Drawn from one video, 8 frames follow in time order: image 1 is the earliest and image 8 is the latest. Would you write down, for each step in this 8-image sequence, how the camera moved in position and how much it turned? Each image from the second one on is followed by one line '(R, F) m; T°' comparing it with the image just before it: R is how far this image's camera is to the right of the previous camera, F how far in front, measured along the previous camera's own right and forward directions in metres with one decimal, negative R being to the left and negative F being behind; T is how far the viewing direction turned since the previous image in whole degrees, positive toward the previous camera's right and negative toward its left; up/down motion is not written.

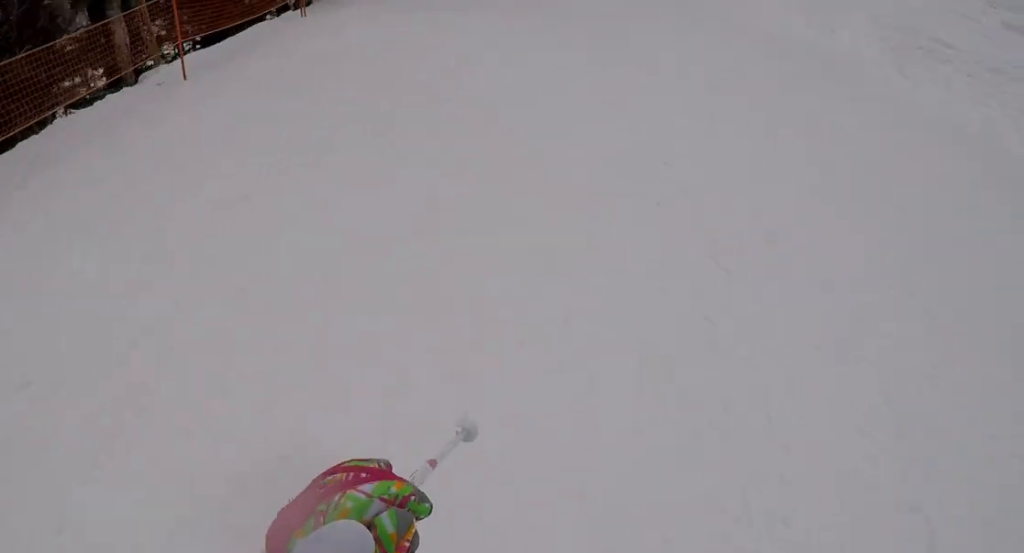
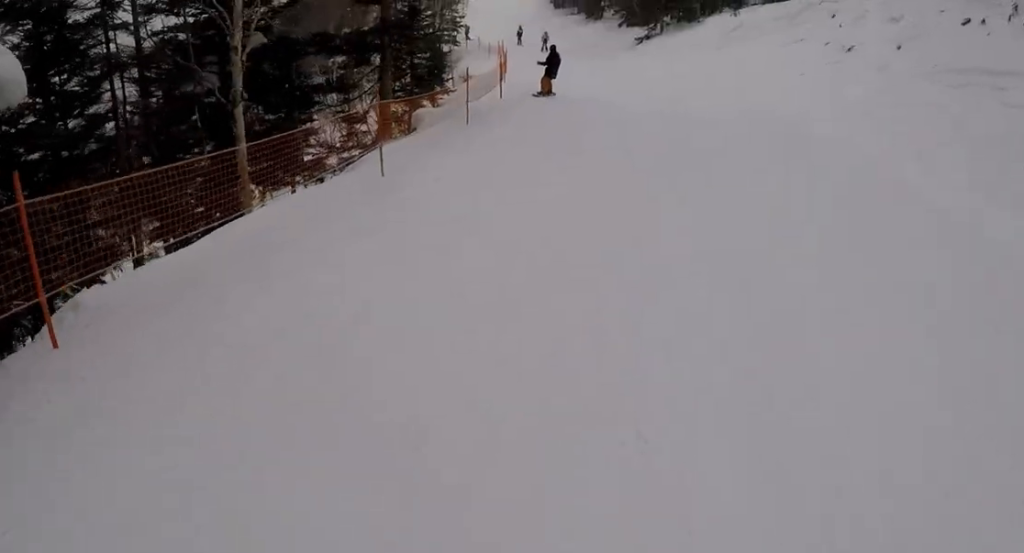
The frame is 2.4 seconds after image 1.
(-2.0, +14.3) m; -20°
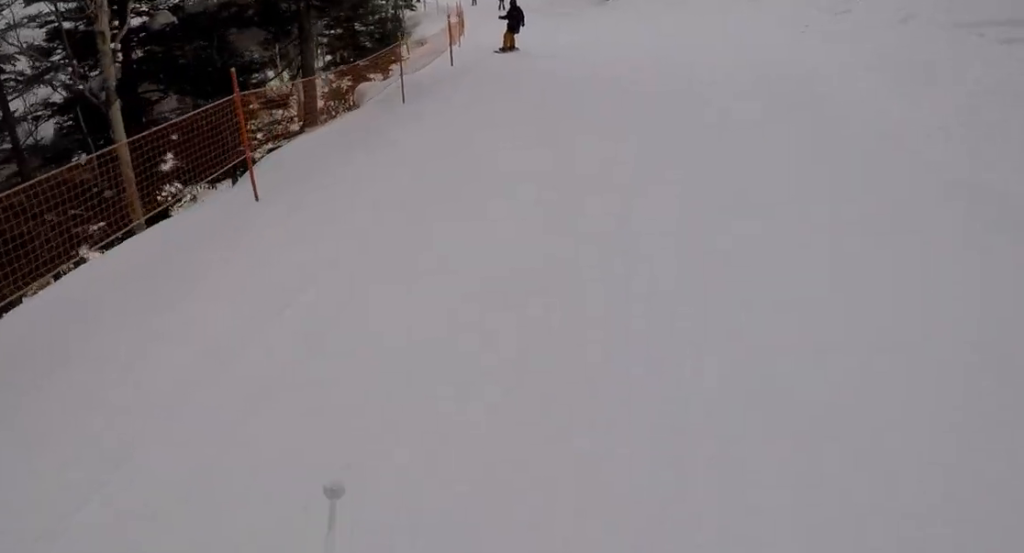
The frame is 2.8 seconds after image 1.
(0.0, +2.5) m; +1°
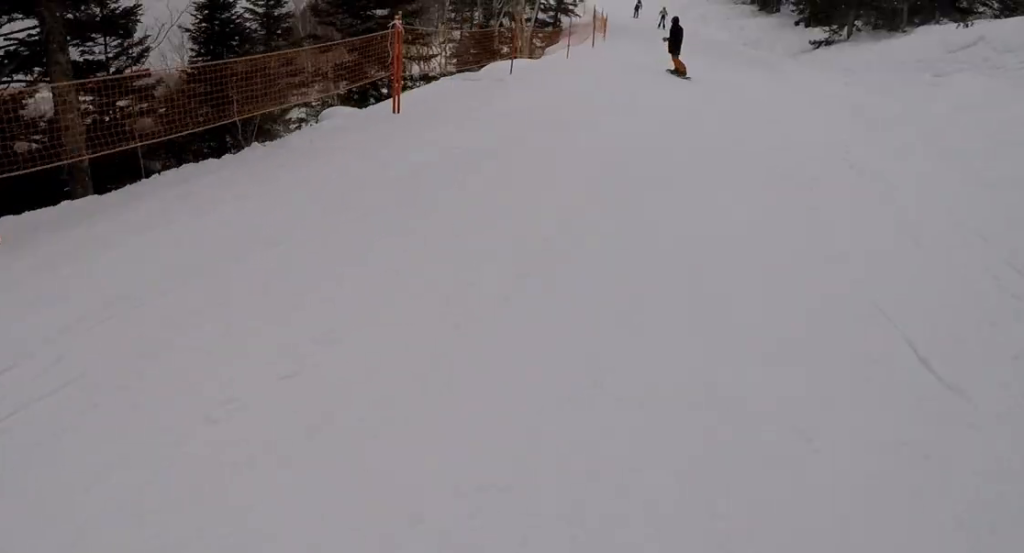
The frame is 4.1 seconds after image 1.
(+1.1, +8.5) m; +1°
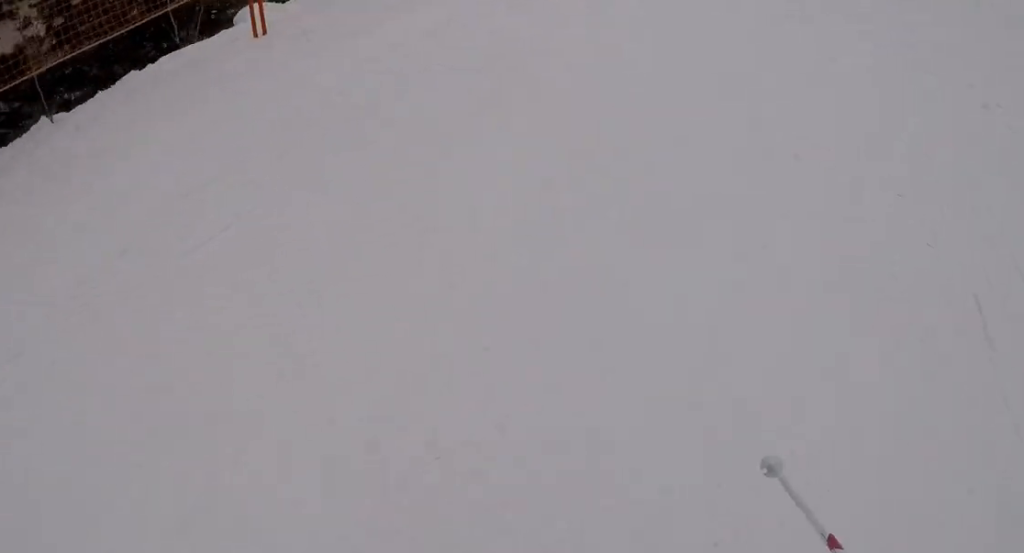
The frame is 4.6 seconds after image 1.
(+0.1, +3.2) m; -6°
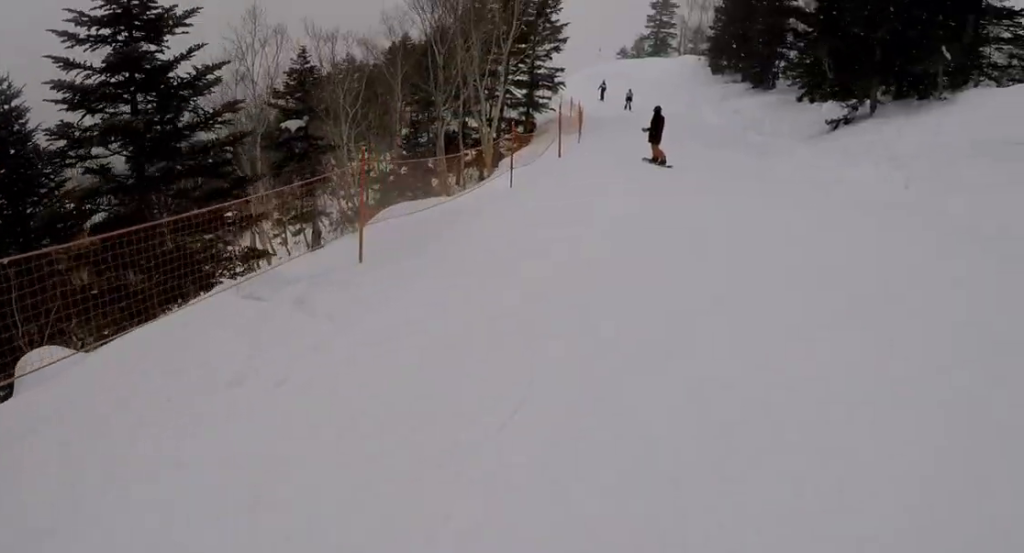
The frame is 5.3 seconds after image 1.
(-0.6, +3.8) m; -7°
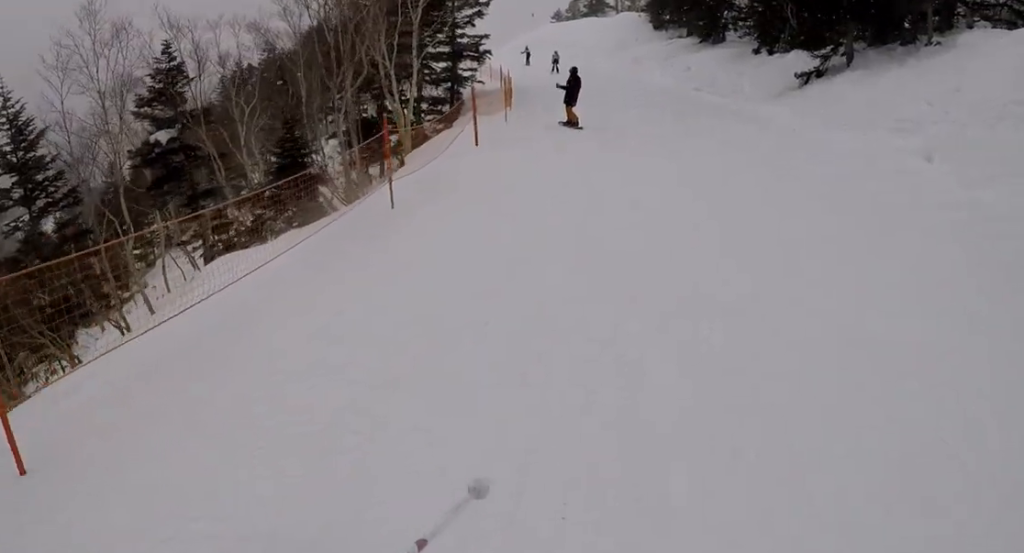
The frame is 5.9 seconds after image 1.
(-0.2, +3.6) m; +2°
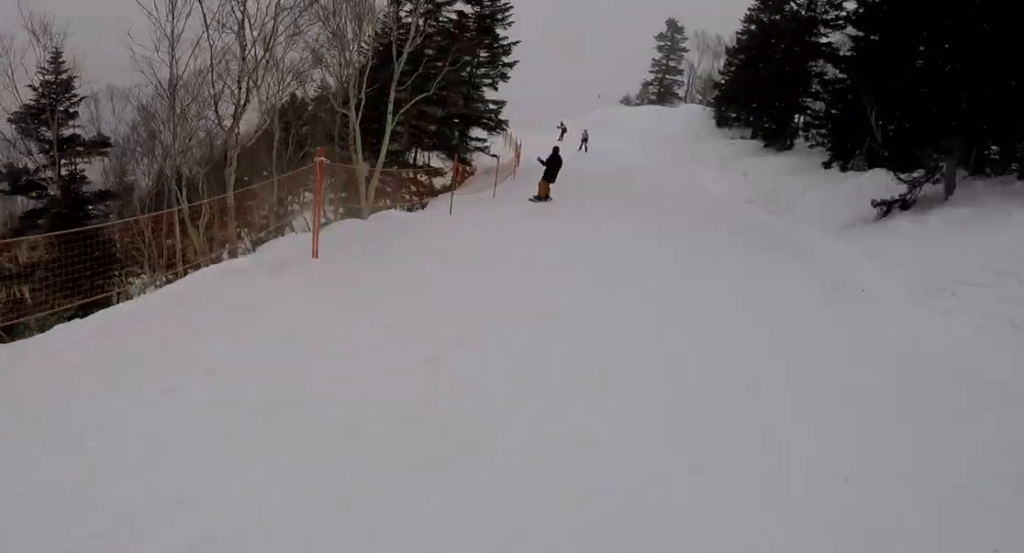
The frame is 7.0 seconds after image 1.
(+0.6, +5.9) m; +8°
